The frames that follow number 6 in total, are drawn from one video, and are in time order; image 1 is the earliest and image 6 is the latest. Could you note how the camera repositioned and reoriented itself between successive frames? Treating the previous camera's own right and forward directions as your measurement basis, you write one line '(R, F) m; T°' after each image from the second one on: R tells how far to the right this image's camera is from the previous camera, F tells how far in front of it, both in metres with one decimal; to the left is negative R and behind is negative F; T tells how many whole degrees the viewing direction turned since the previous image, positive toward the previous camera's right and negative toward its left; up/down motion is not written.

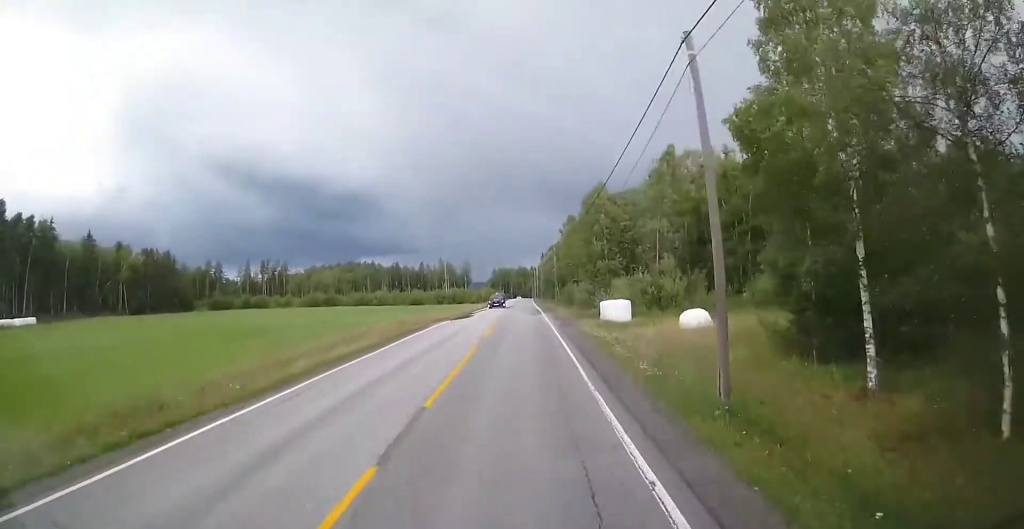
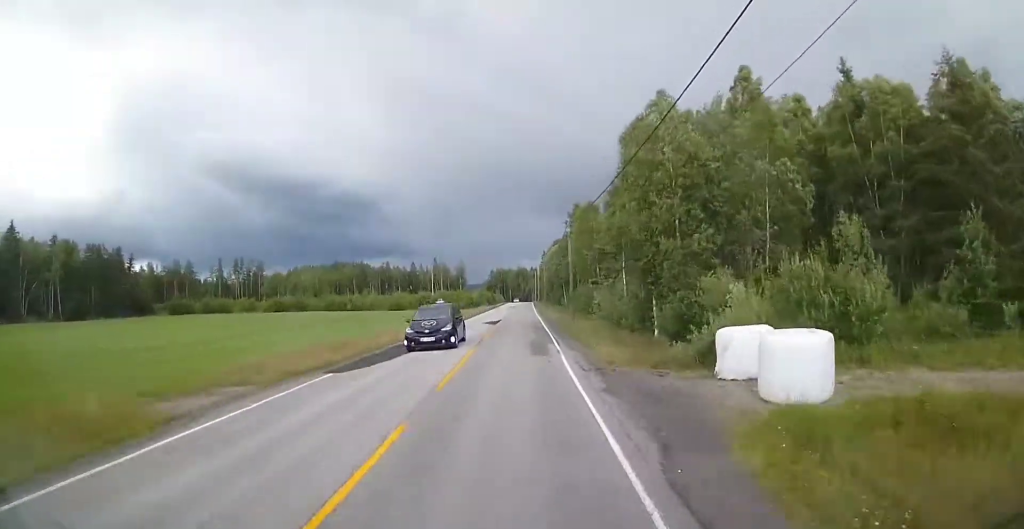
(0.0, +22.3) m; +1°
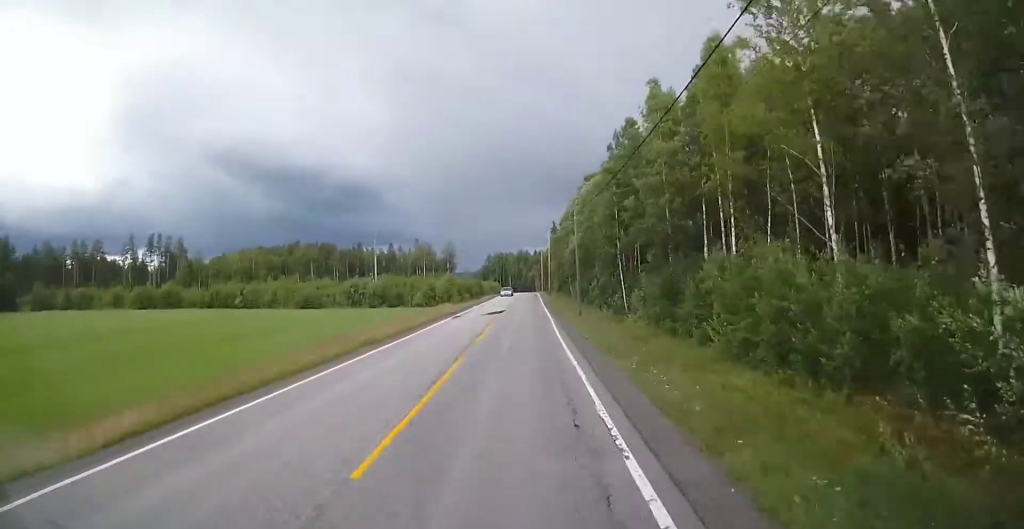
(+0.3, +53.4) m; -1°
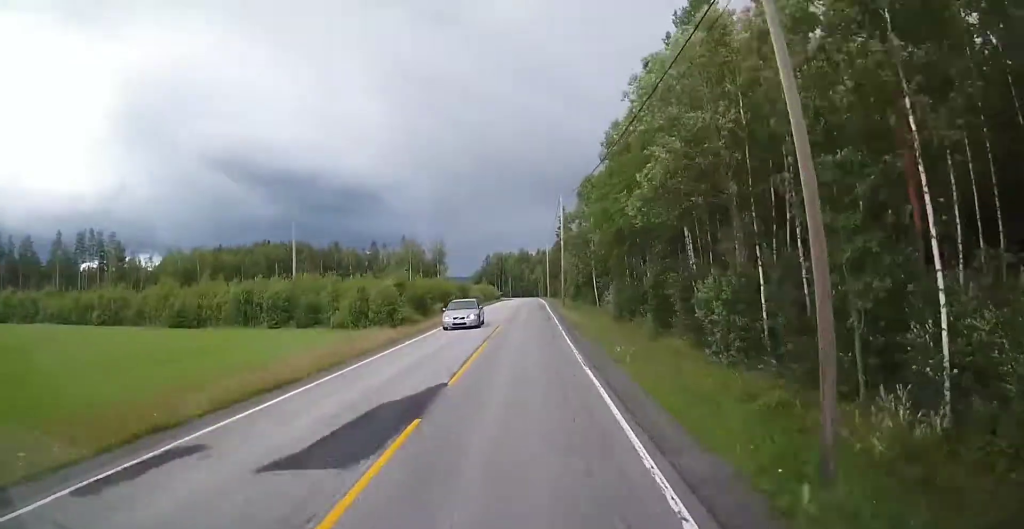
(-0.5, +30.3) m; -1°
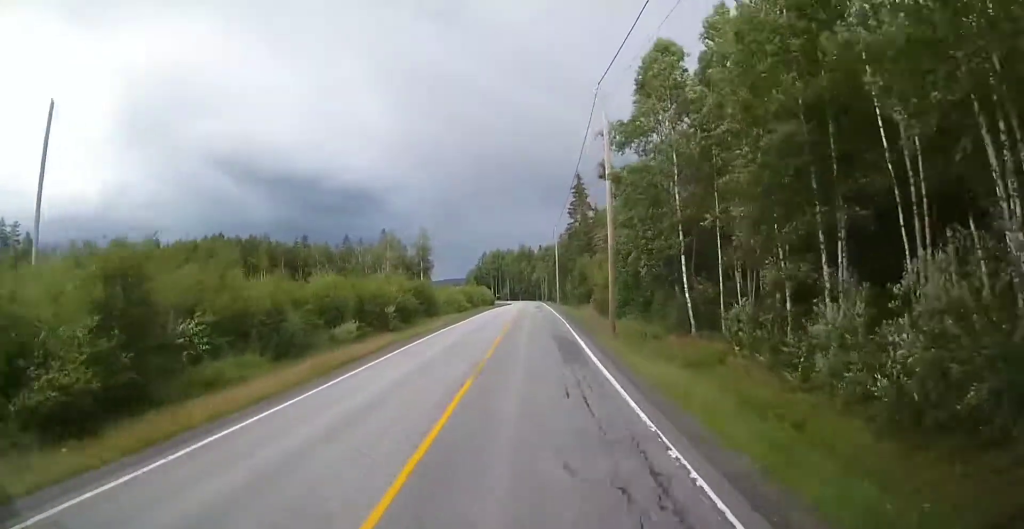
(+0.3, +32.4) m; +1°
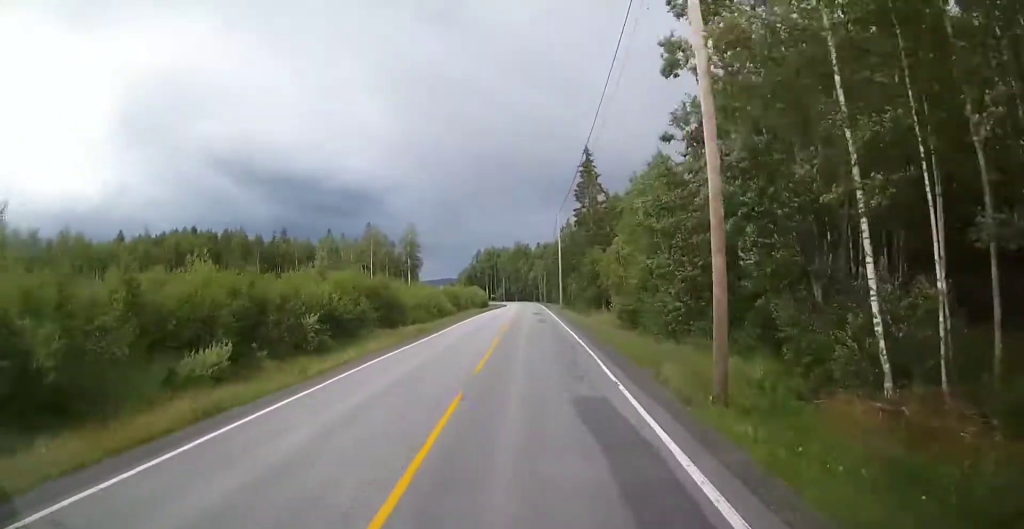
(0.0, +14.0) m; 0°
